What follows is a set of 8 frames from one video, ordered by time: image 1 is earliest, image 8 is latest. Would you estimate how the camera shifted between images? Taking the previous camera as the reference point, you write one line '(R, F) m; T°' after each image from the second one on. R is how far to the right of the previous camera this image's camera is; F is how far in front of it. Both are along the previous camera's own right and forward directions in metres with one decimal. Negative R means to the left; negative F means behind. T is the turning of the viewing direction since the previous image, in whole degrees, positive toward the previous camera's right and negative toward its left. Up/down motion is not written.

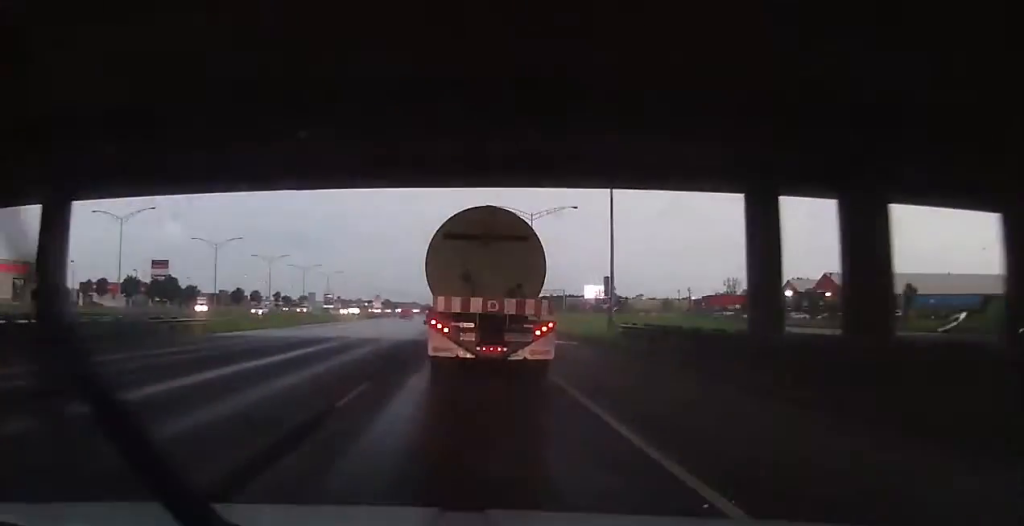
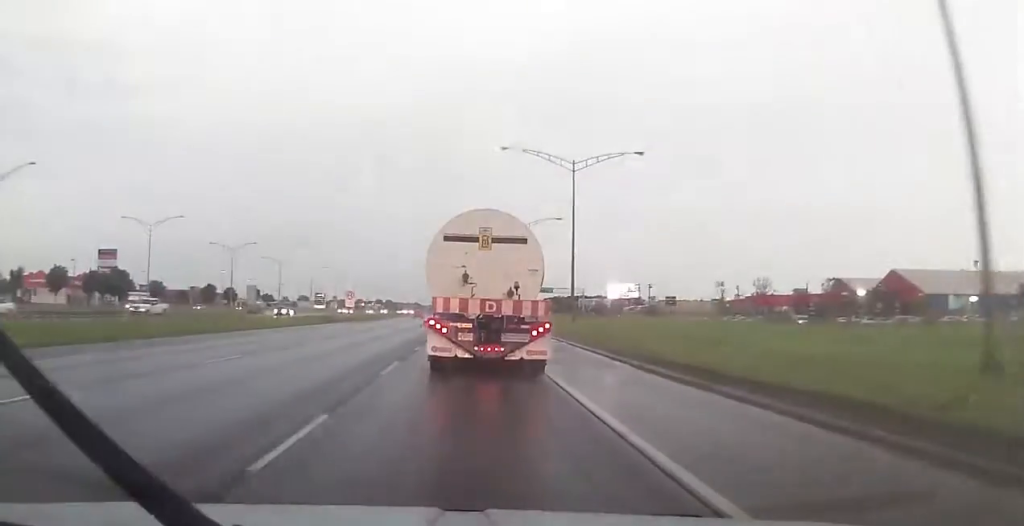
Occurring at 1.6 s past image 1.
(-0.1, +30.4) m; -1°
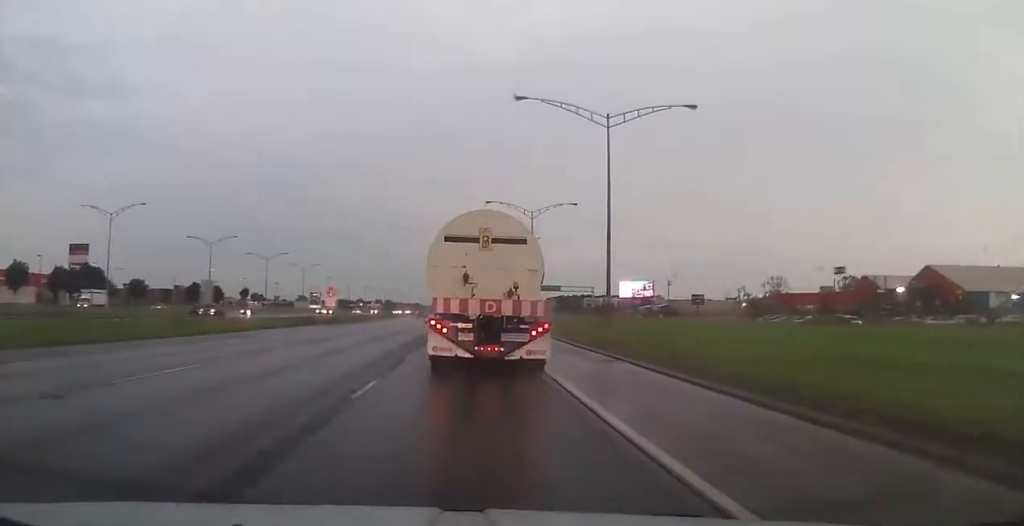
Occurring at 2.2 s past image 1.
(-0.2, +13.0) m; +1°
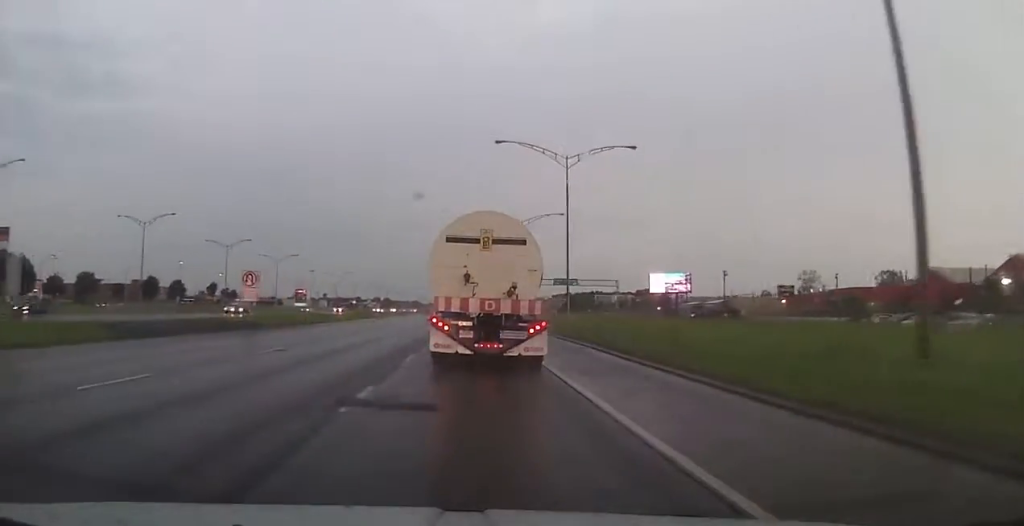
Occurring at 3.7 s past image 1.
(+0.4, +28.6) m; 0°
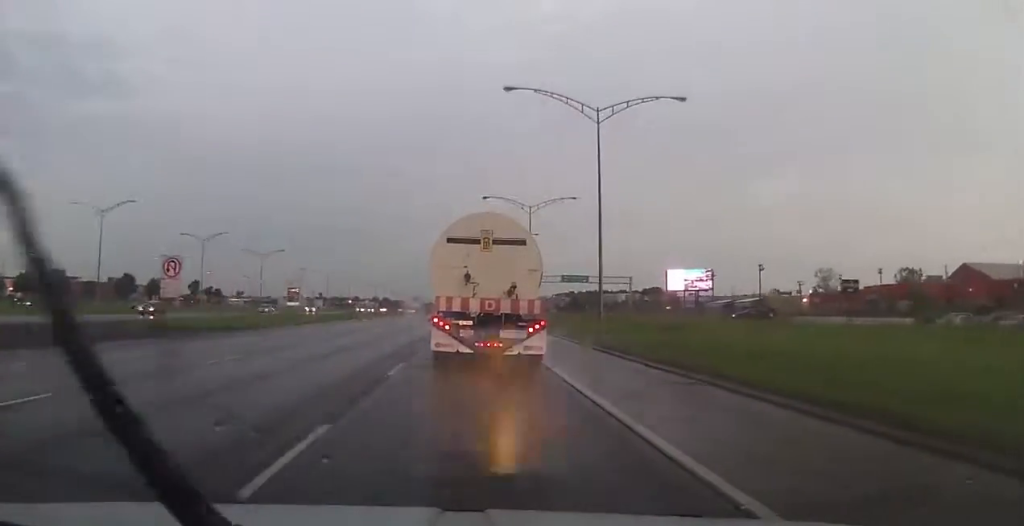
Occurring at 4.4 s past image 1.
(-0.4, +13.1) m; 0°
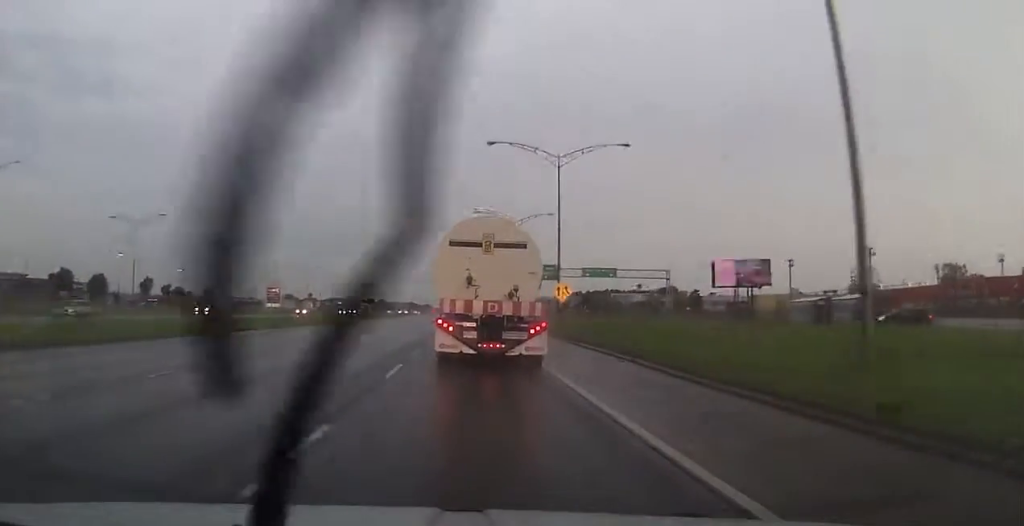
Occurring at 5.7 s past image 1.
(+0.4, +27.0) m; 0°
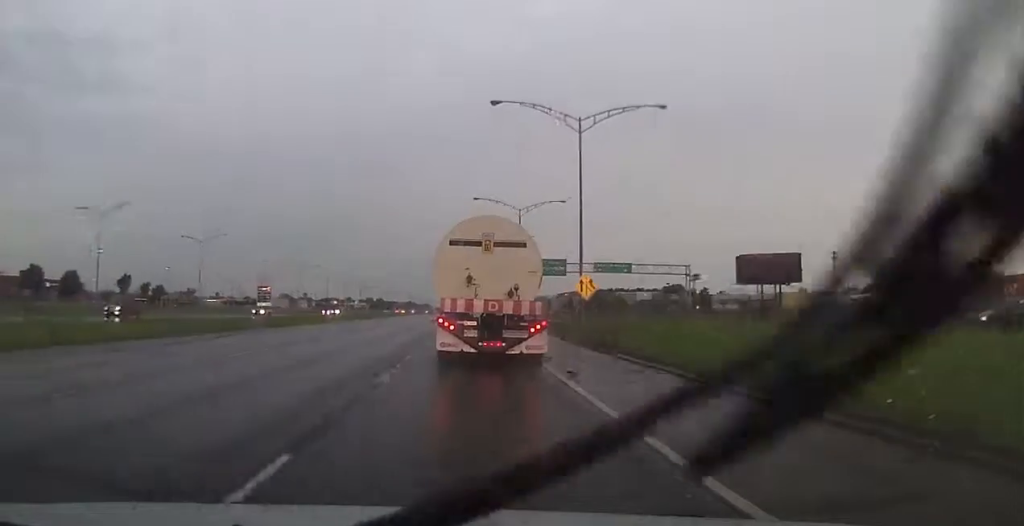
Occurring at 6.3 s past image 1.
(-0.3, +10.5) m; 0°
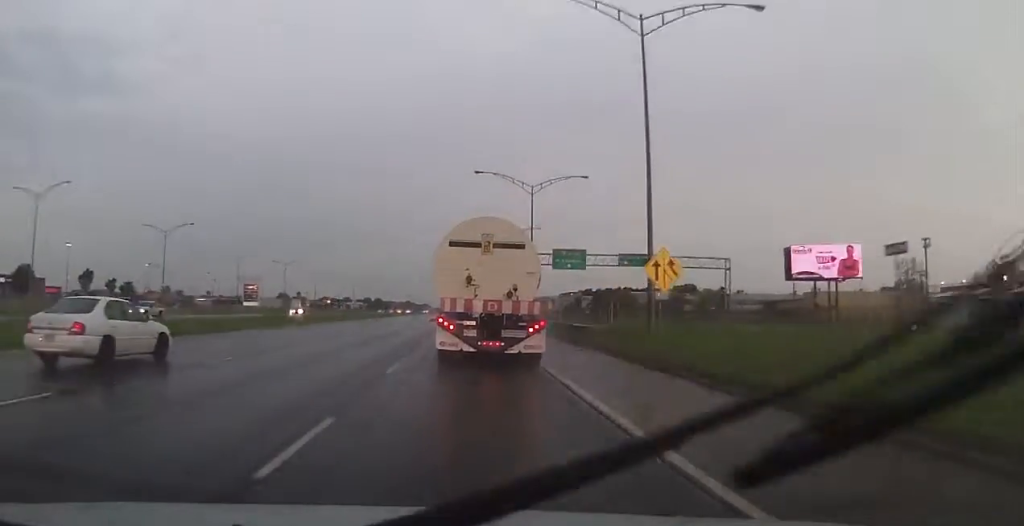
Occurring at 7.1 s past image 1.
(+0.3, +15.8) m; 0°
